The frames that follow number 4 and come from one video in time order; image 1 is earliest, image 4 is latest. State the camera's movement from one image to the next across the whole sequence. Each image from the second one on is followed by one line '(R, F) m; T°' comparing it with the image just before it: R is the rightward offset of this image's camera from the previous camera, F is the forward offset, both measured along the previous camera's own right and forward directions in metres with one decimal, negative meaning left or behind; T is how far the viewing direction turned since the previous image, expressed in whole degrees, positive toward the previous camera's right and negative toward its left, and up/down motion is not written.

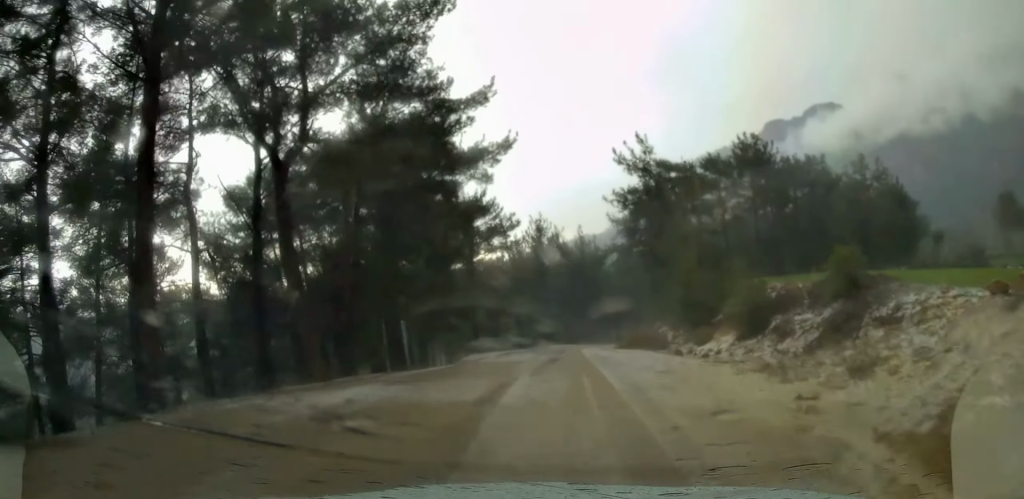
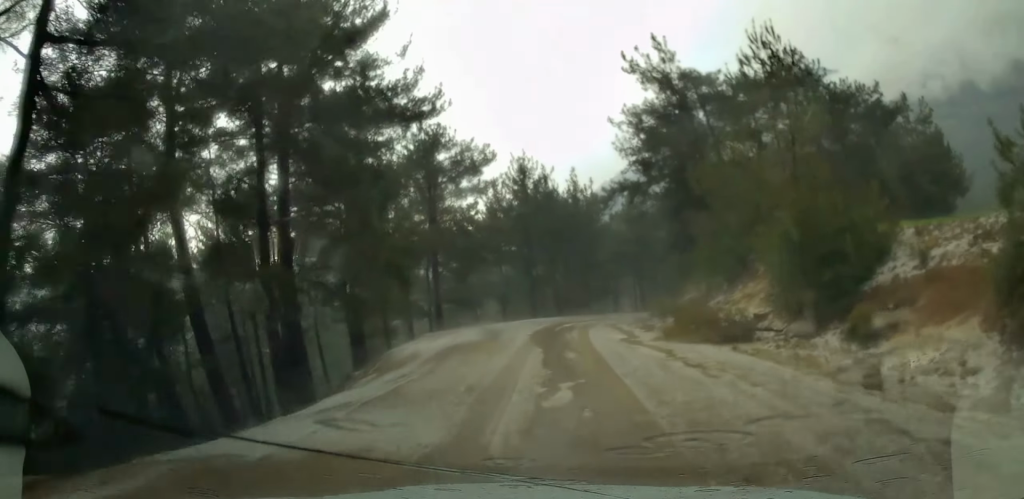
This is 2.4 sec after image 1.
(+0.1, +15.1) m; 0°
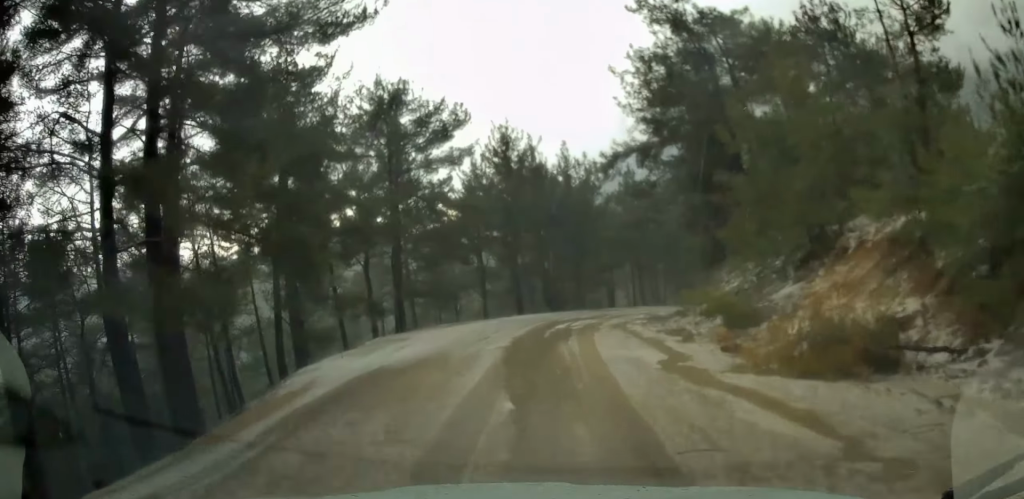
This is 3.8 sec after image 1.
(0.0, +8.3) m; +1°
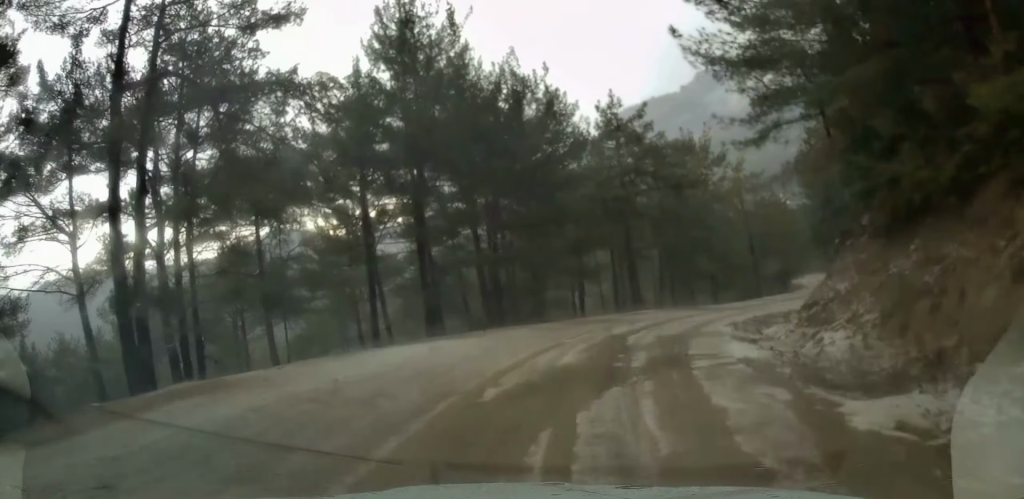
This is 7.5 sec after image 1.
(+1.3, +24.0) m; +11°
